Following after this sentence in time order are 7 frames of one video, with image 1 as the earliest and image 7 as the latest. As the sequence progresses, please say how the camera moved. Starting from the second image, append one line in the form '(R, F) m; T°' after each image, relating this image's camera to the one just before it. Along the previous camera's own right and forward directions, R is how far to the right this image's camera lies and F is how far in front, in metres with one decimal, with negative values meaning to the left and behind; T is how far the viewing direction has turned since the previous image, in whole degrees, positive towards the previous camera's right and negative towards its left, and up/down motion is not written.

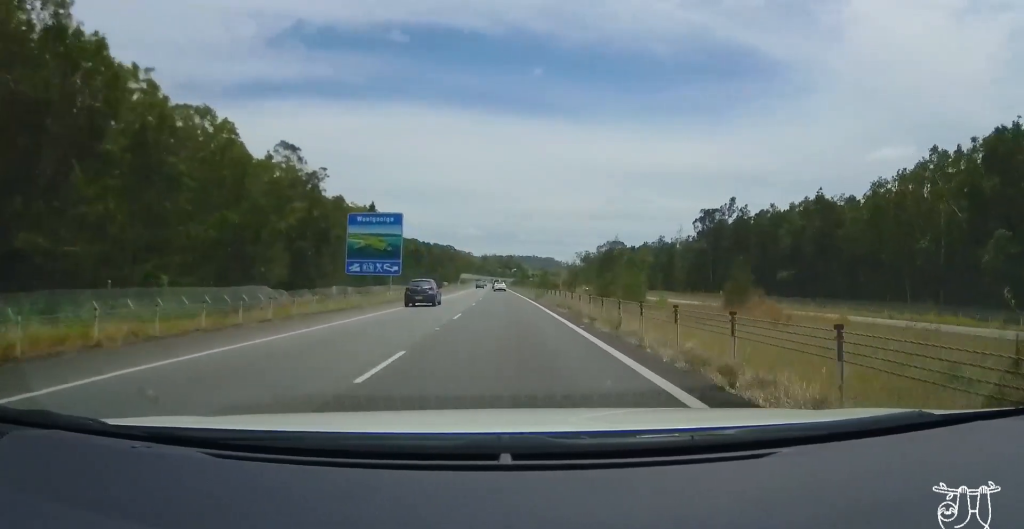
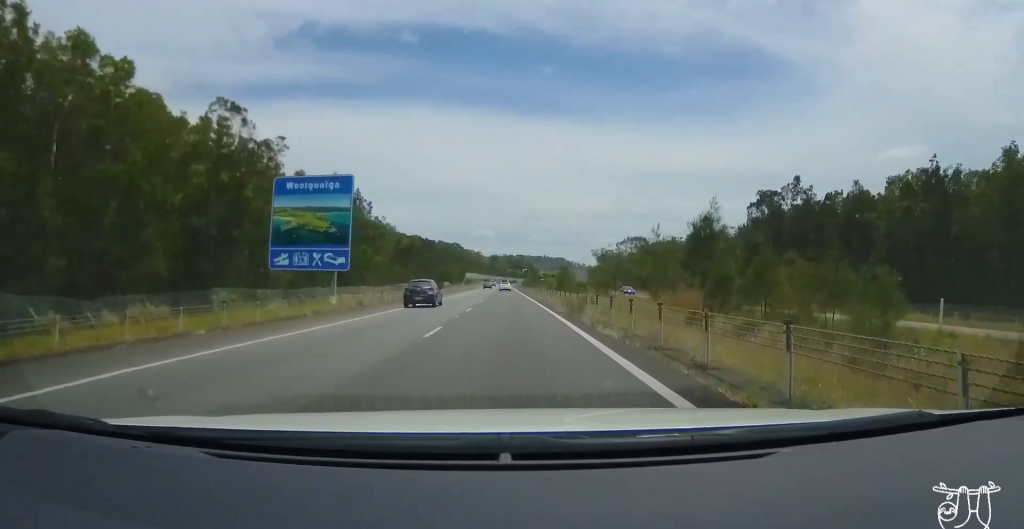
(-0.3, +19.1) m; -1°
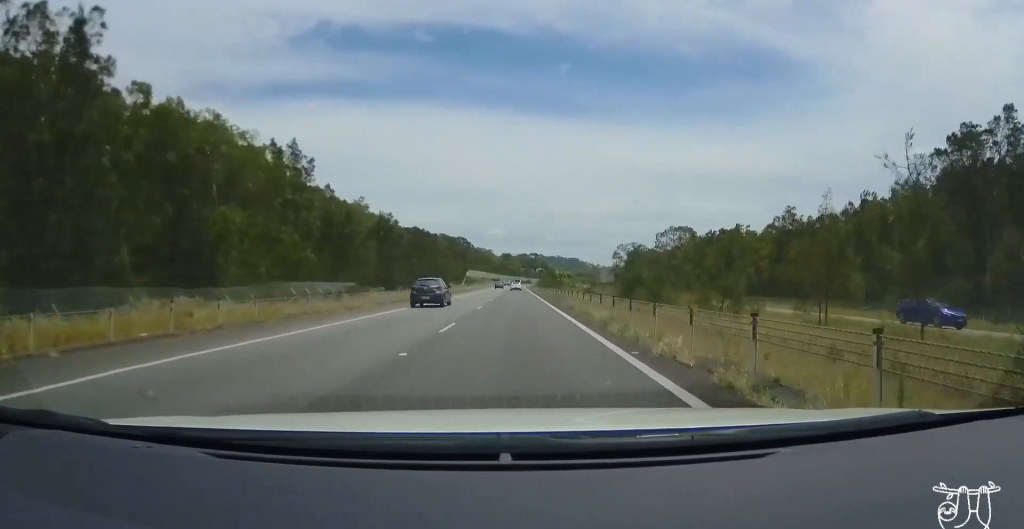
(-0.1, +35.8) m; 0°
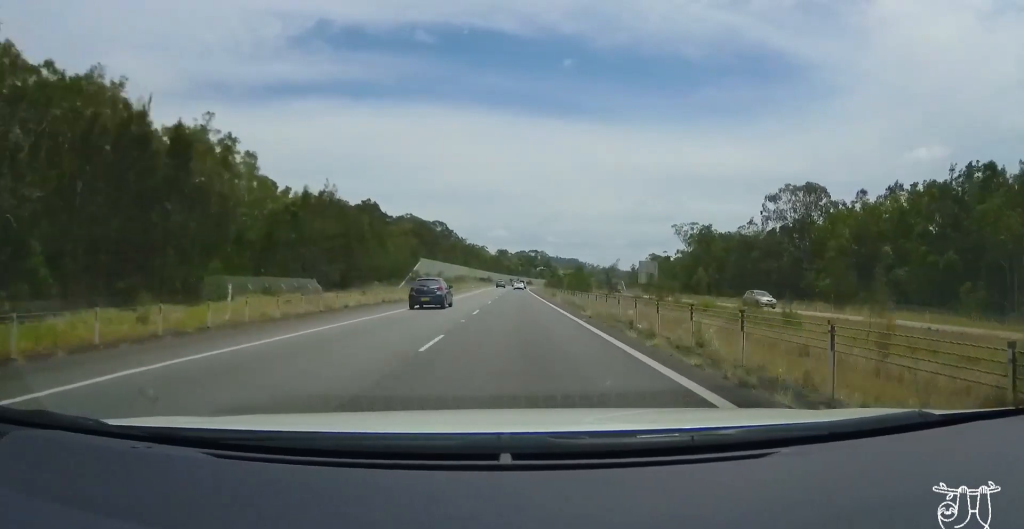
(-0.9, +65.6) m; -1°
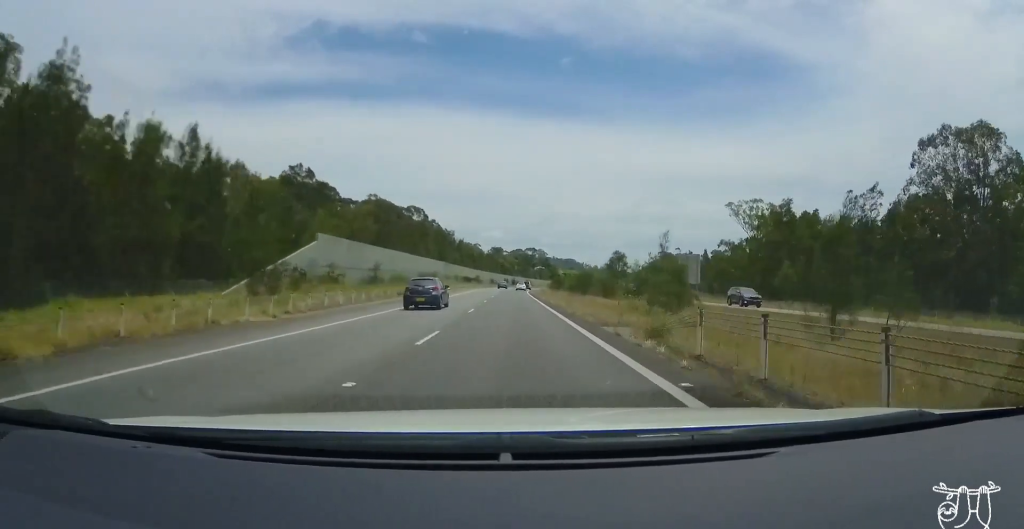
(+0.4, +35.6) m; +1°
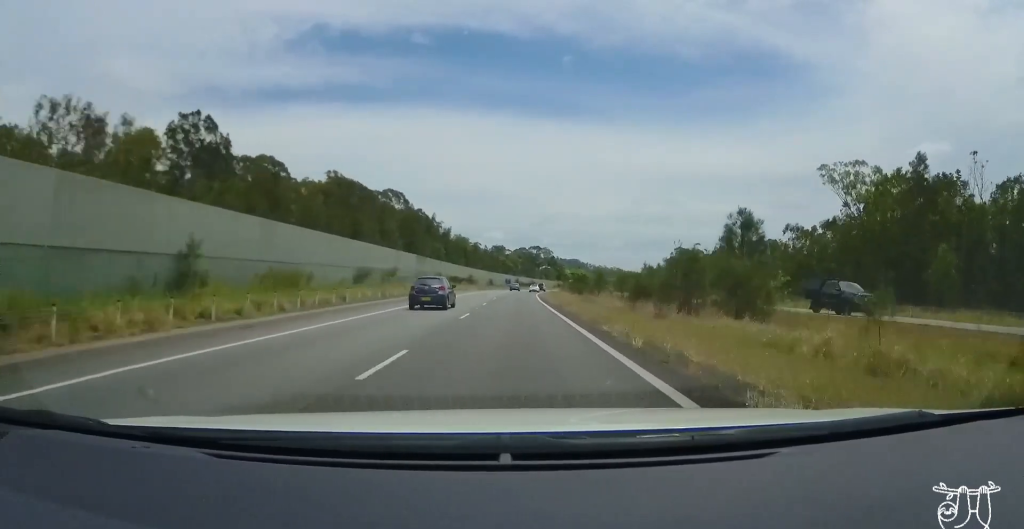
(0.0, +28.4) m; 0°
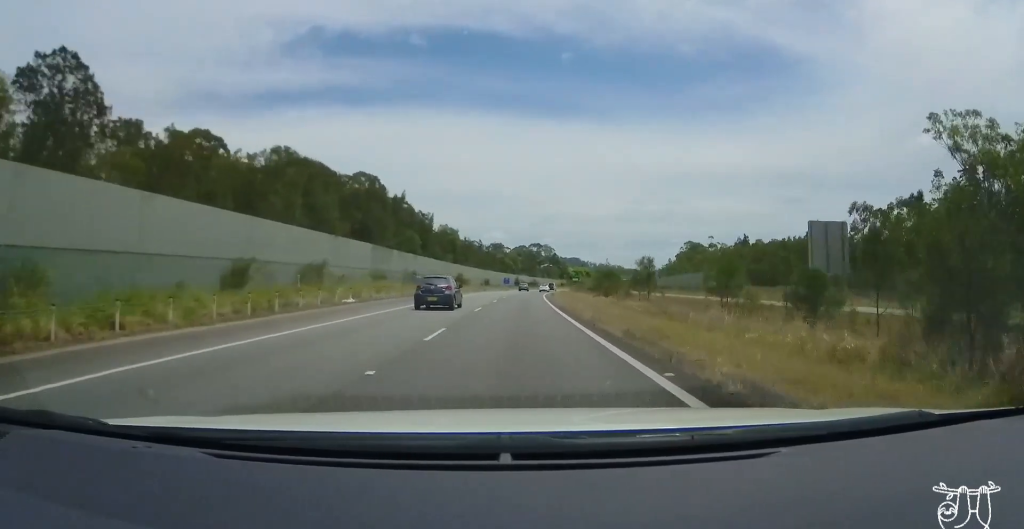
(+0.1, +20.1) m; -1°
